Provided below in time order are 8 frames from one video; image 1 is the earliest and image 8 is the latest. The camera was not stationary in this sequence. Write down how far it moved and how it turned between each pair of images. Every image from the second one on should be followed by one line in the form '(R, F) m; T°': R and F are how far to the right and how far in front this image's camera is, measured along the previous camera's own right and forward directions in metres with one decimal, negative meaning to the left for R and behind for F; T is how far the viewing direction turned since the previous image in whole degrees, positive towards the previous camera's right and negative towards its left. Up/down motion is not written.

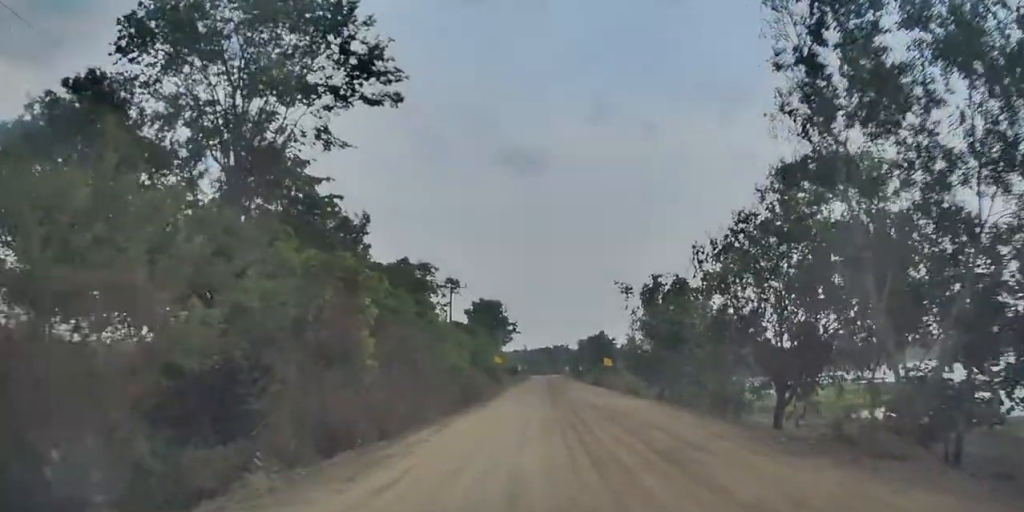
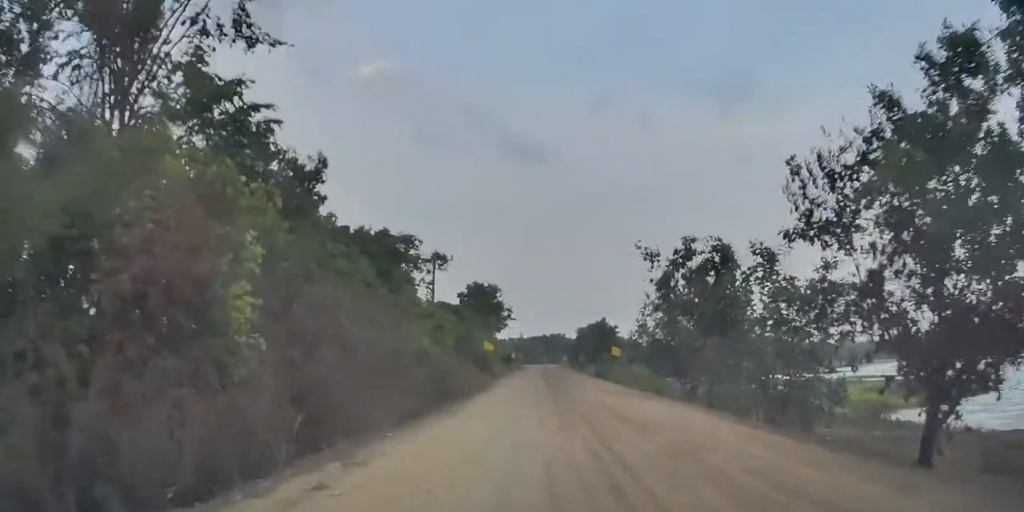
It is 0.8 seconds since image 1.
(+0.4, +7.3) m; +2°
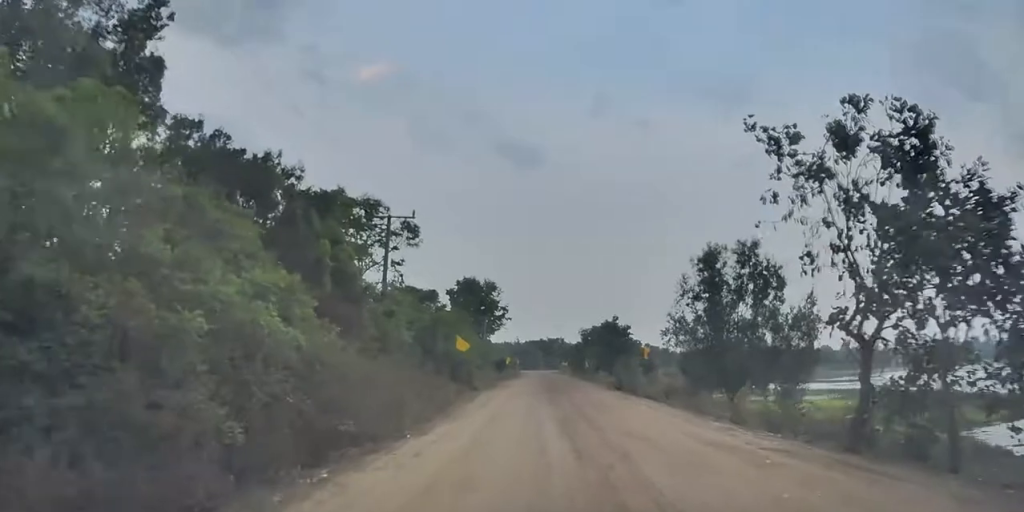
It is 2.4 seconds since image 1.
(+0.1, +13.2) m; +1°
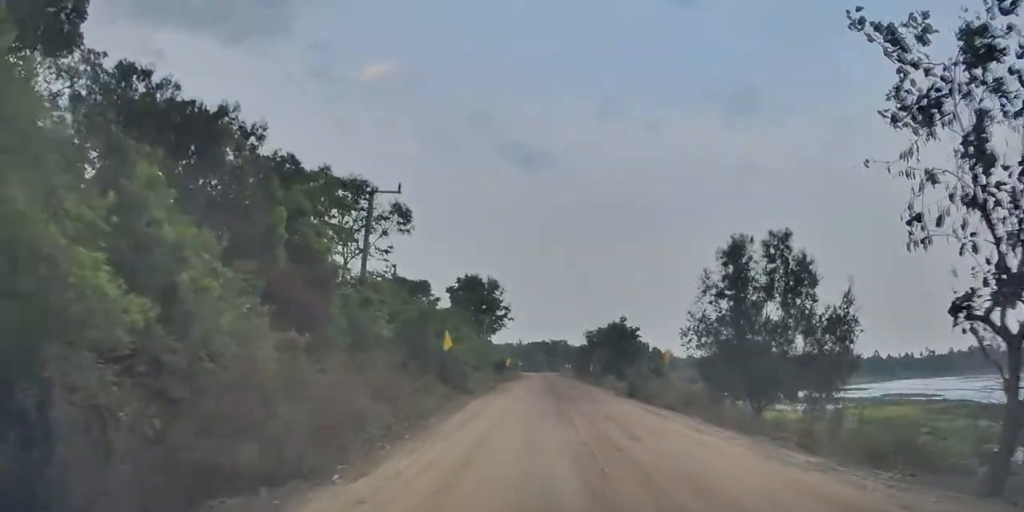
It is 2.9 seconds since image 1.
(+0.2, +4.4) m; -1°
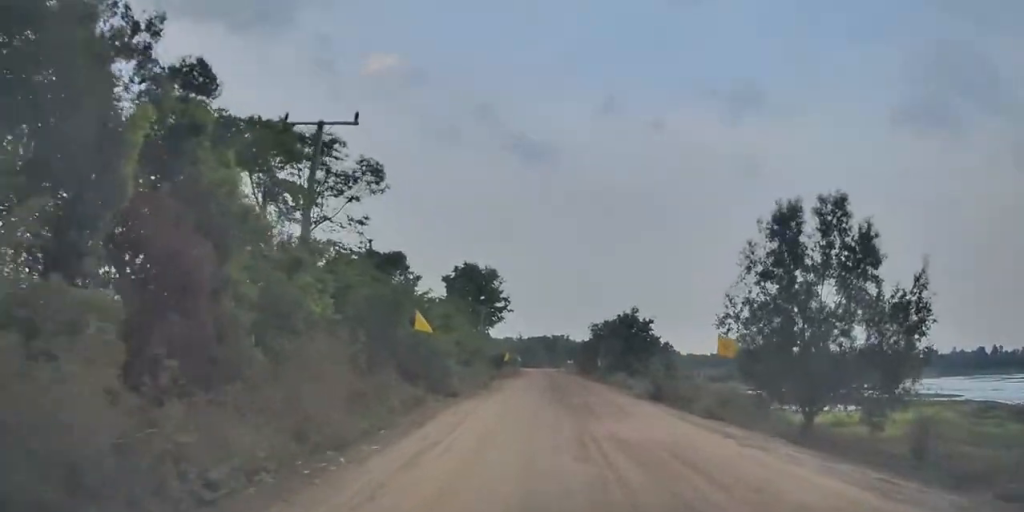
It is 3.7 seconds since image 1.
(-0.3, +6.9) m; 0°
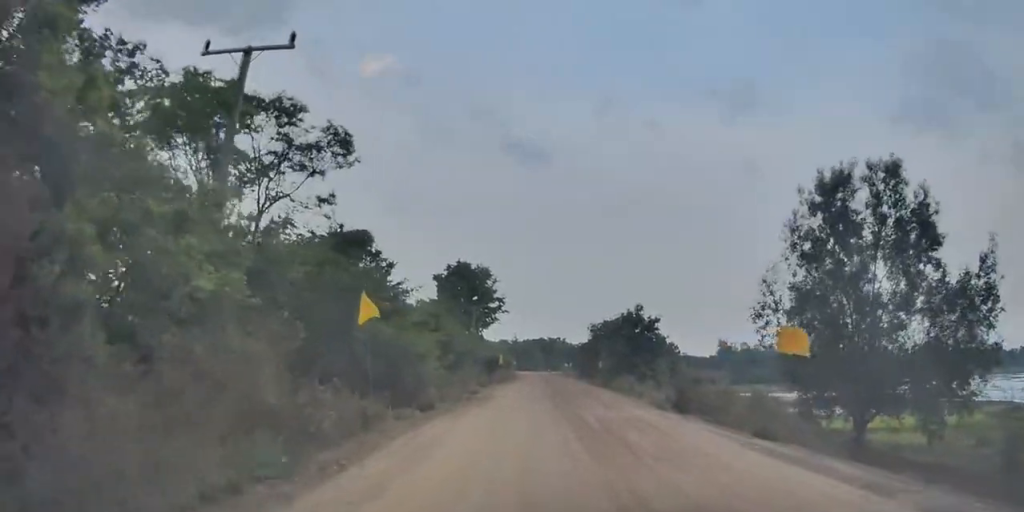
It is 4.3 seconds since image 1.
(0.0, +5.1) m; 0°
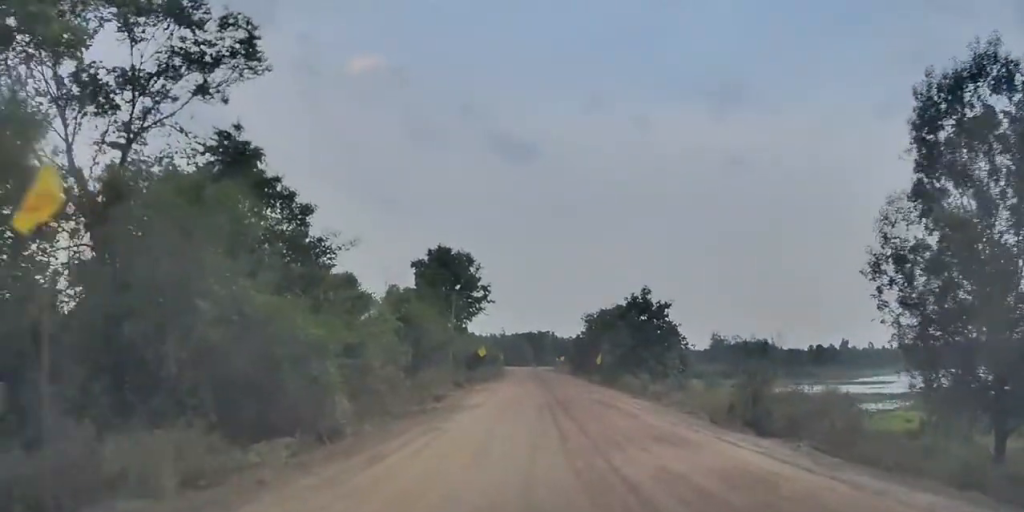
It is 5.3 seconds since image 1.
(+0.3, +8.9) m; 0°
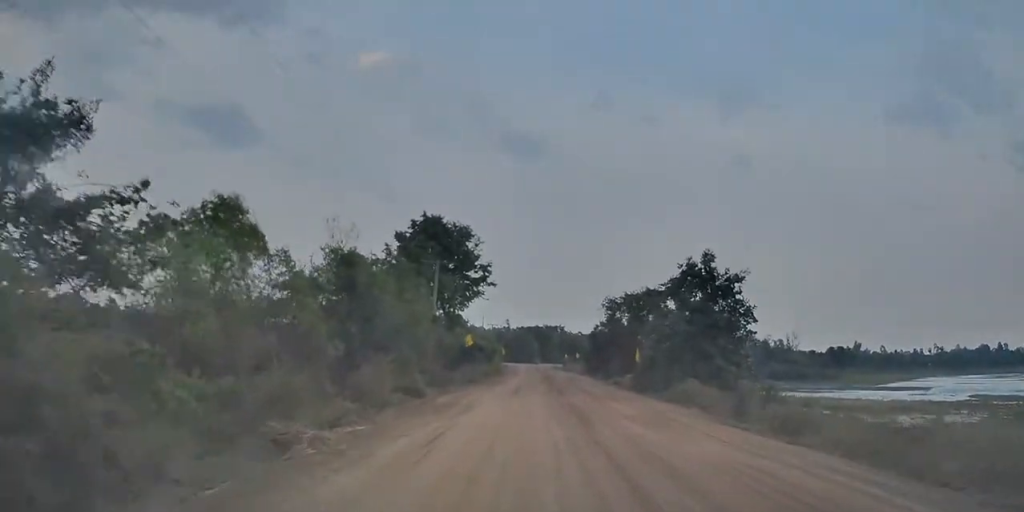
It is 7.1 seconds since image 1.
(-0.5, +15.8) m; 0°
